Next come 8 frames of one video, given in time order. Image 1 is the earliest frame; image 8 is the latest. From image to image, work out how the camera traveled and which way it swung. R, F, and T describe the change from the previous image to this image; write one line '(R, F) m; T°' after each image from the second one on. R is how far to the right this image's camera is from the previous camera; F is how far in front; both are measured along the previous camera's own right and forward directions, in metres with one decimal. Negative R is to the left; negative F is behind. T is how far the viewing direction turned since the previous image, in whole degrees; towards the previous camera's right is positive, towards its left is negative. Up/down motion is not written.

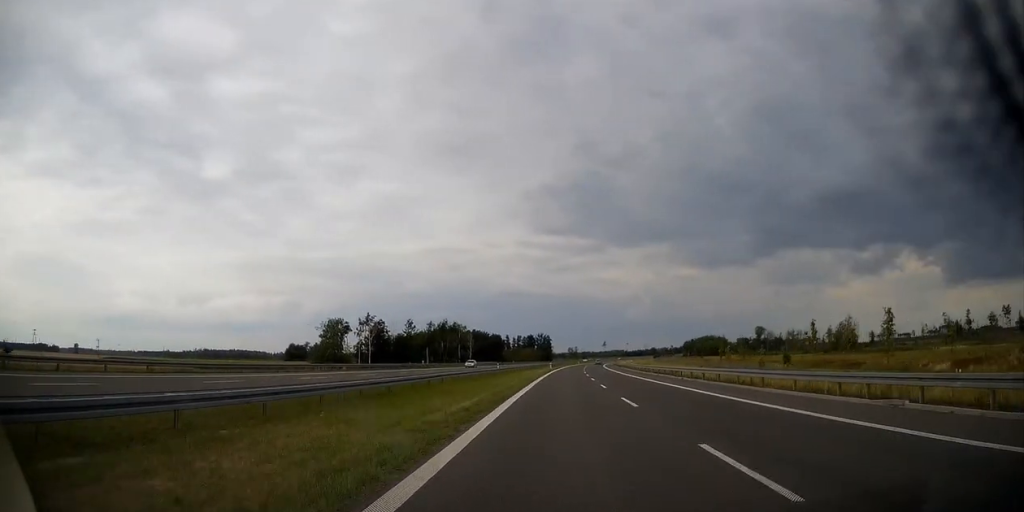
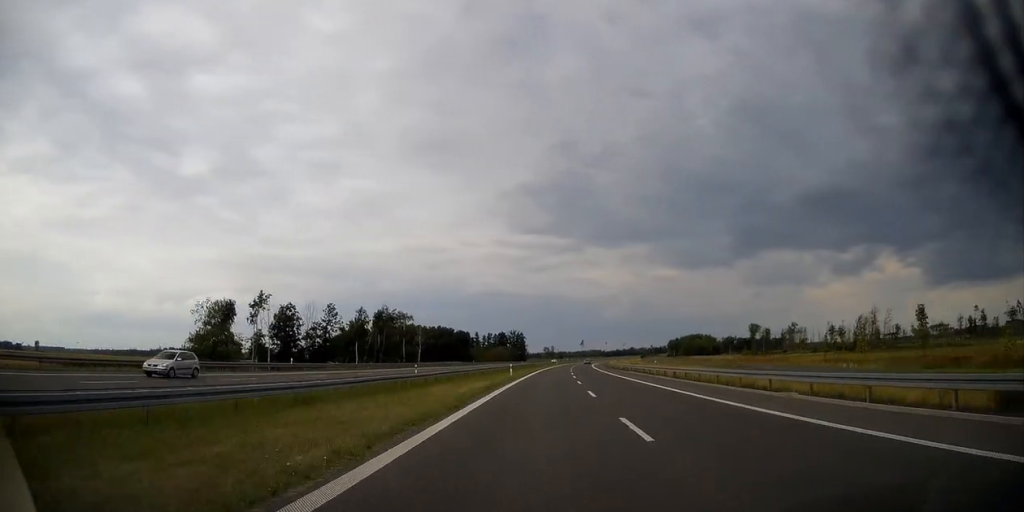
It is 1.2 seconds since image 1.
(+0.6, +42.5) m; +1°
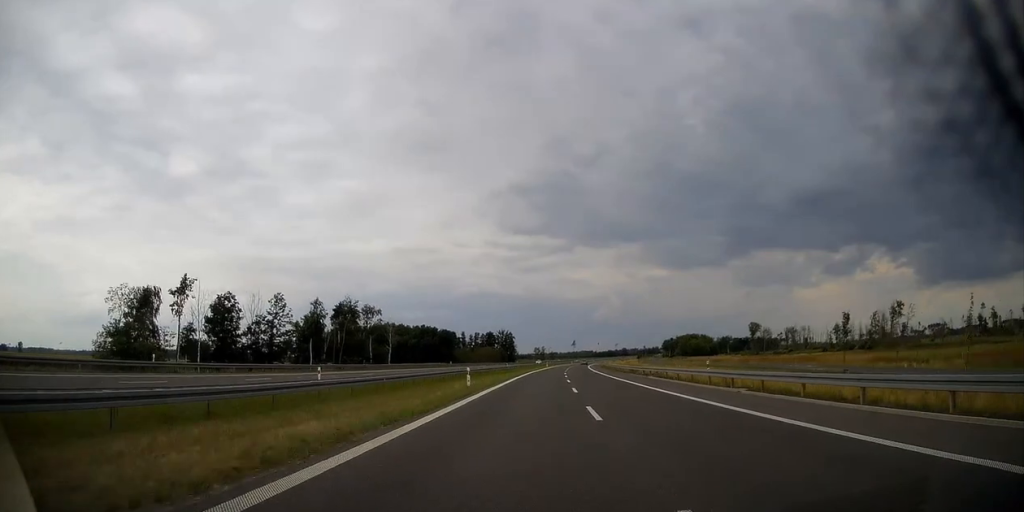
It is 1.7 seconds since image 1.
(-0.1, +20.7) m; +1°
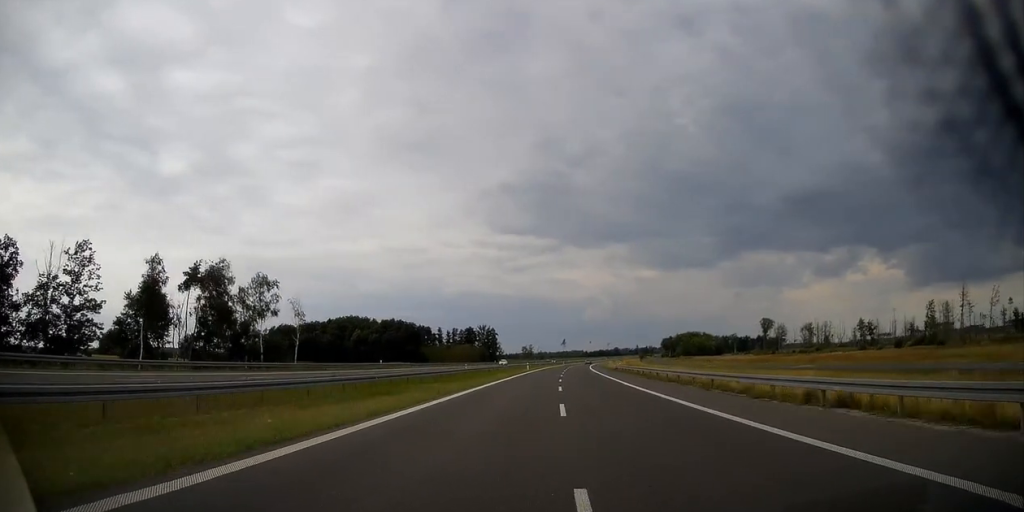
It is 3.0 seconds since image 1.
(+1.0, +47.2) m; +2°
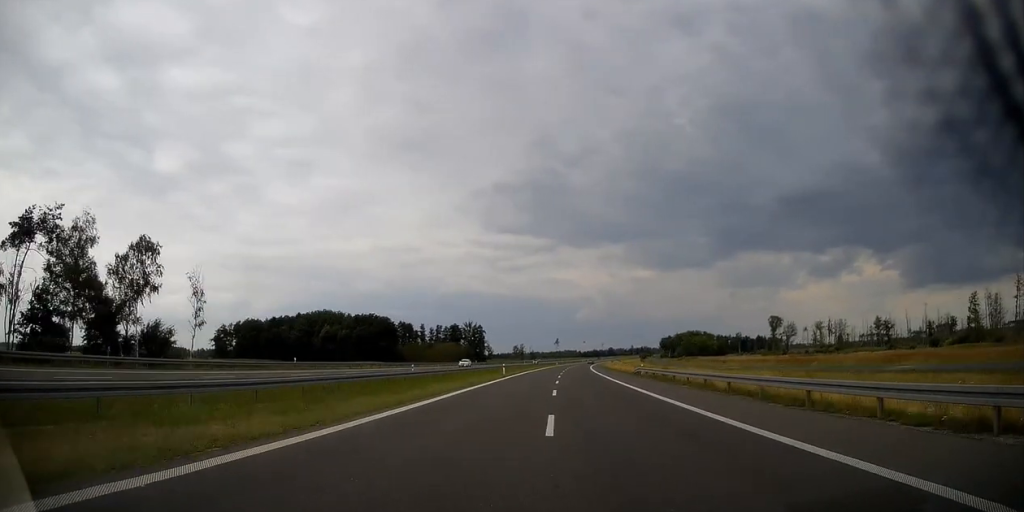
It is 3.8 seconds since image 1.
(+0.2, +27.8) m; +1°
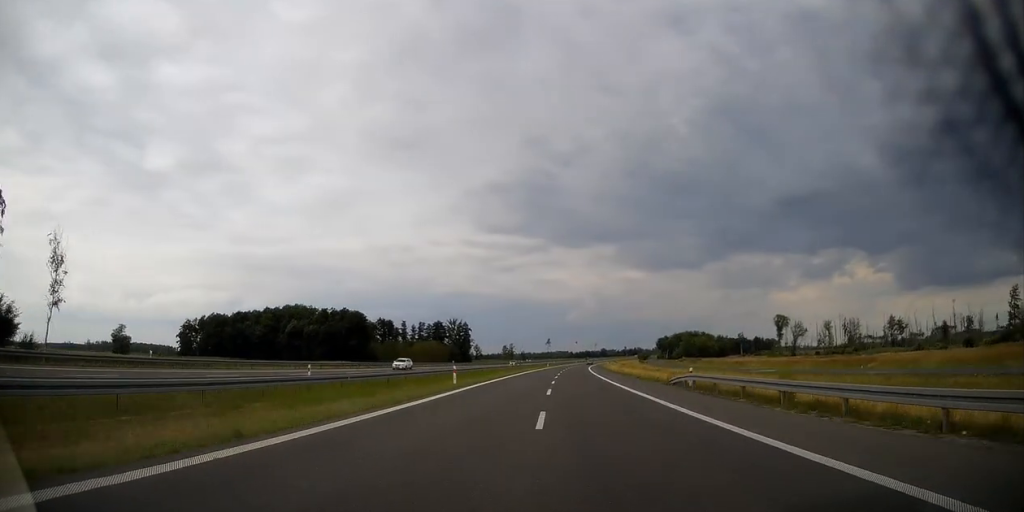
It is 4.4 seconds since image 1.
(+0.1, +22.9) m; +1°
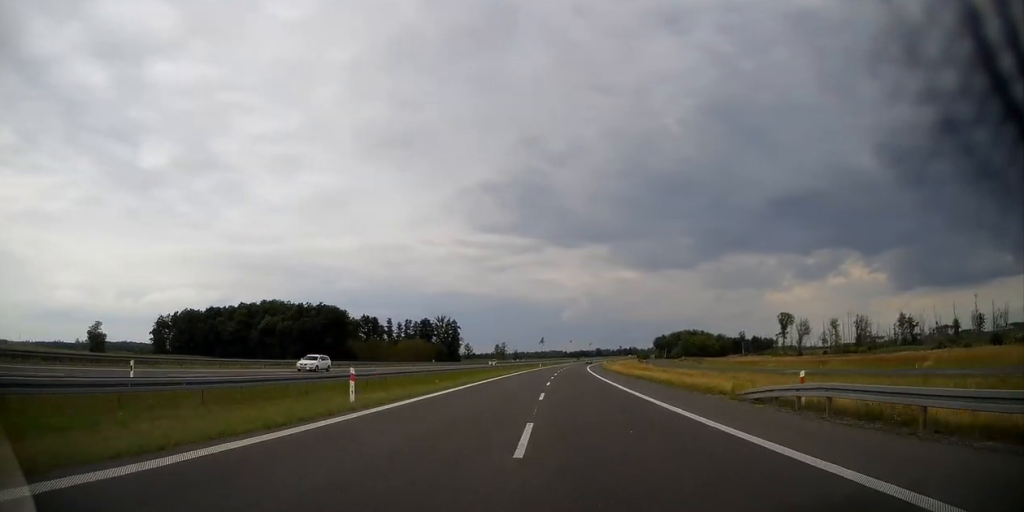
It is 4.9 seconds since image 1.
(0.0, +15.6) m; 0°
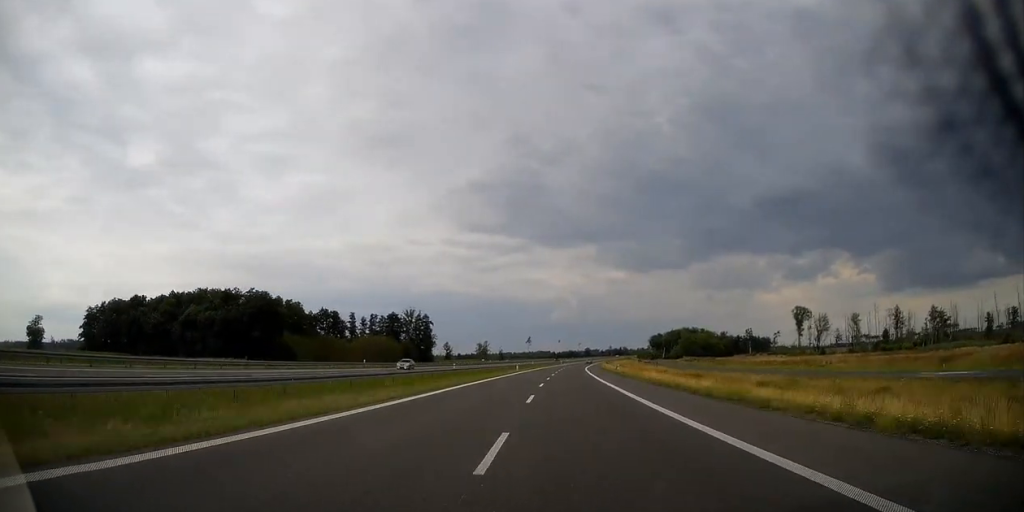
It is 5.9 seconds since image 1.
(+0.4, +37.1) m; +1°
